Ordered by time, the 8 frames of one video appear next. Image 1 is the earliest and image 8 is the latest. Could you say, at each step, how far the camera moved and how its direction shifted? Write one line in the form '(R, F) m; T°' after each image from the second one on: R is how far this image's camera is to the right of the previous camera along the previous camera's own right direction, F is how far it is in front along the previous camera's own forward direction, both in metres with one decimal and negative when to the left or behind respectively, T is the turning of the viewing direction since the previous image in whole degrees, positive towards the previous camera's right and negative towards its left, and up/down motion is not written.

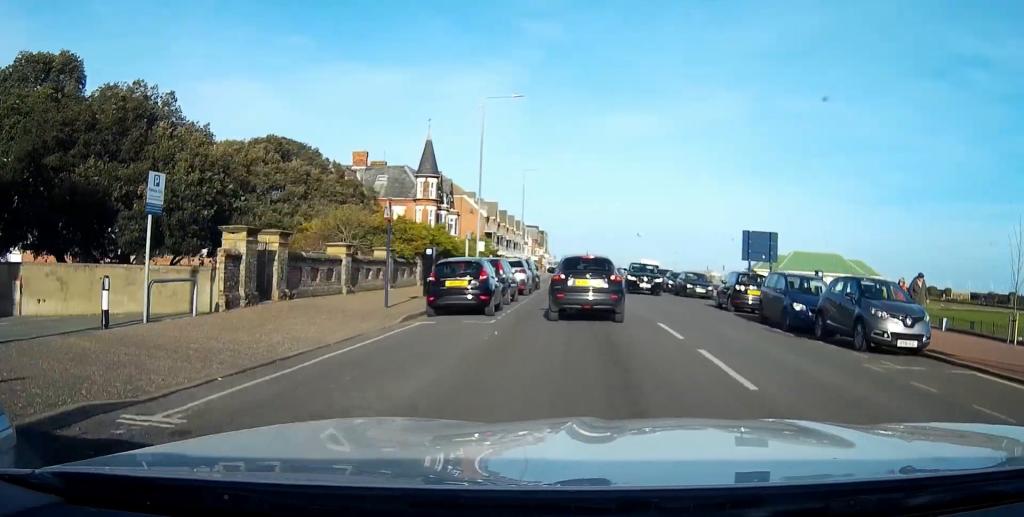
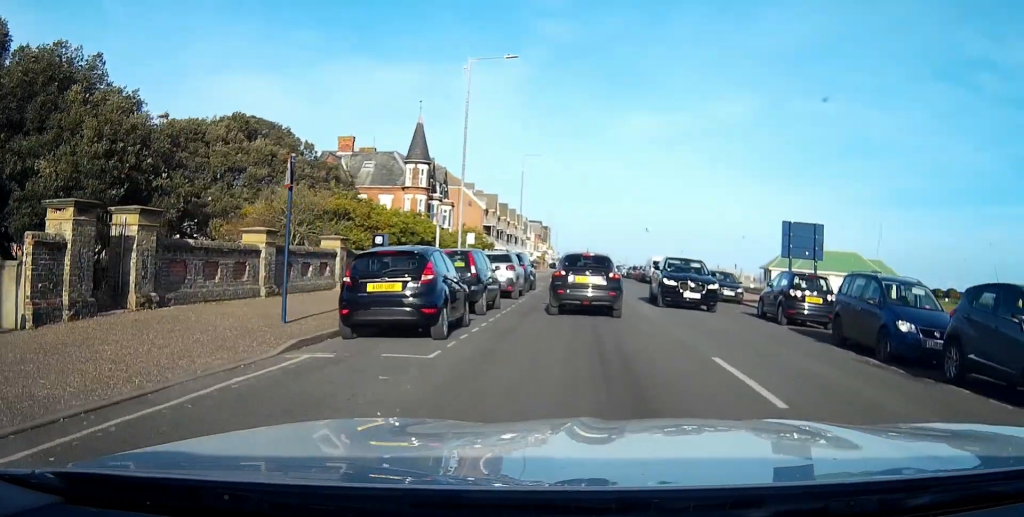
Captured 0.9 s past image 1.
(0.0, +7.3) m; -1°
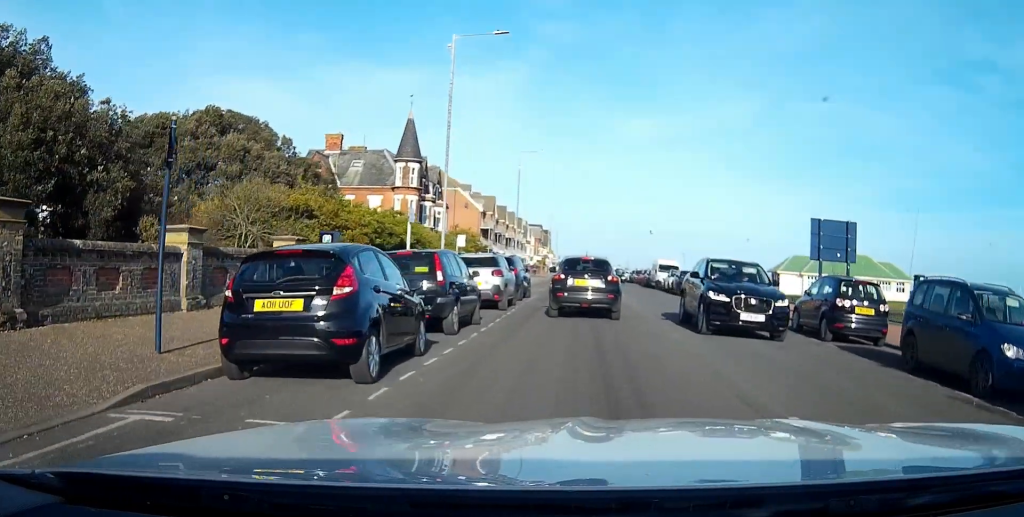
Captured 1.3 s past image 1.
(0.0, +4.3) m; 0°
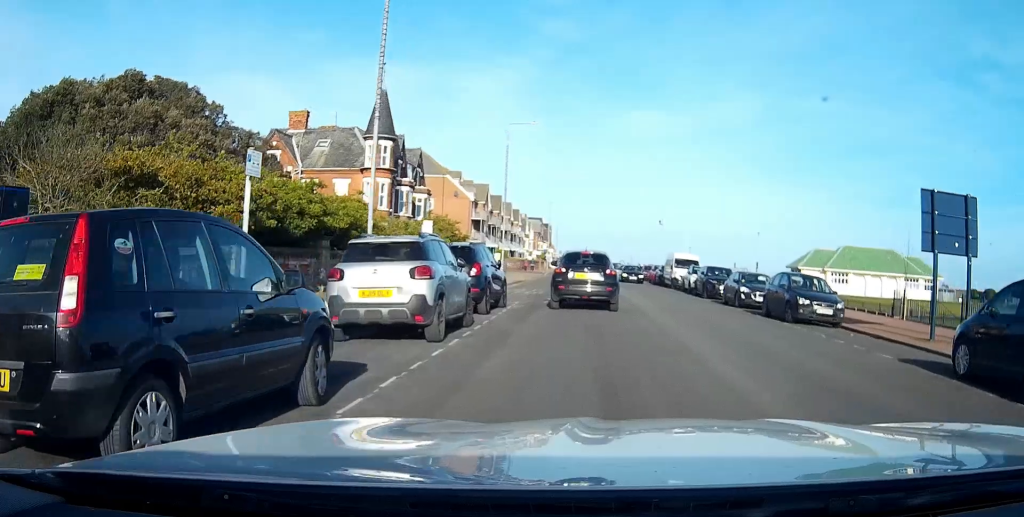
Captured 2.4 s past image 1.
(0.0, +10.2) m; 0°
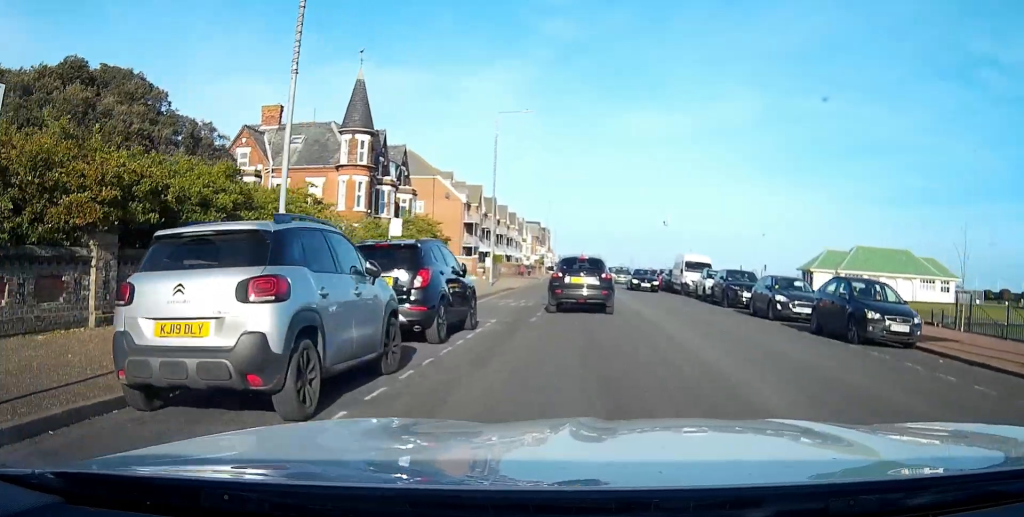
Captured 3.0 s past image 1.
(0.0, +5.6) m; 0°
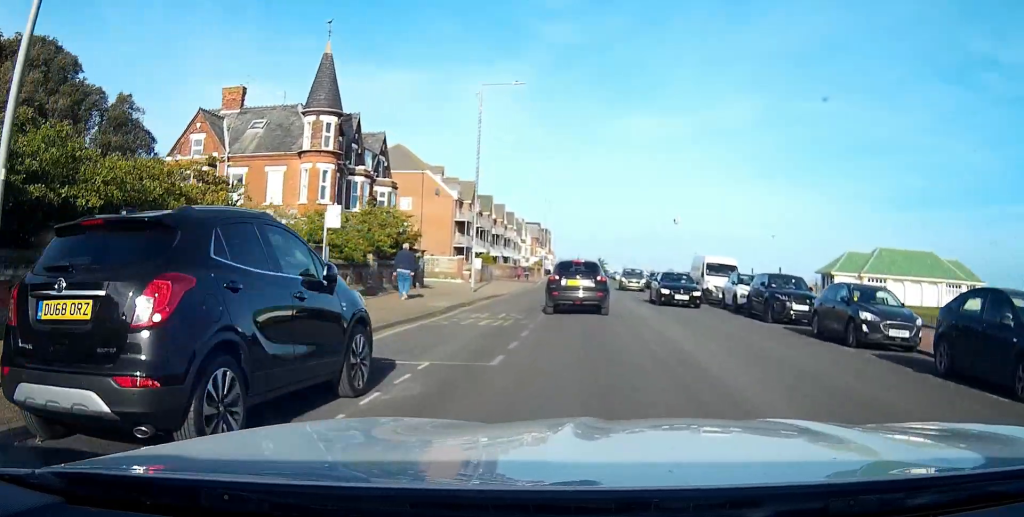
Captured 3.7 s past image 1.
(0.0, +7.5) m; 0°
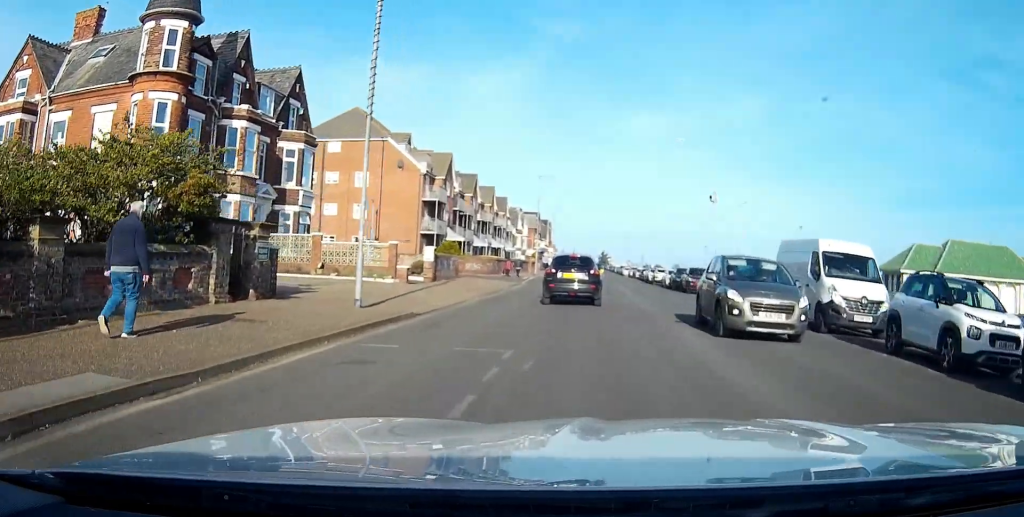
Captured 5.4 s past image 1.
(-0.1, +18.2) m; -1°
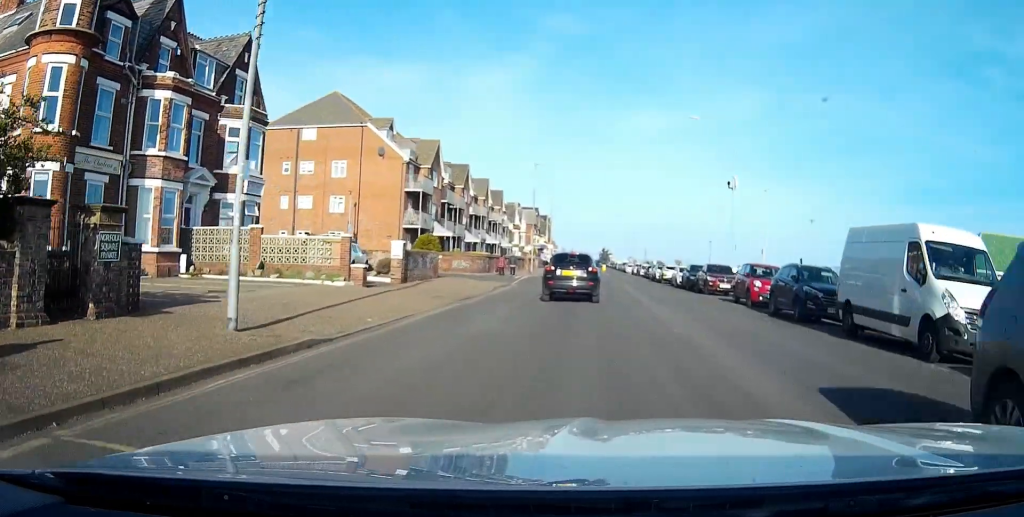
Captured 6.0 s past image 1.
(0.0, +6.3) m; 0°
